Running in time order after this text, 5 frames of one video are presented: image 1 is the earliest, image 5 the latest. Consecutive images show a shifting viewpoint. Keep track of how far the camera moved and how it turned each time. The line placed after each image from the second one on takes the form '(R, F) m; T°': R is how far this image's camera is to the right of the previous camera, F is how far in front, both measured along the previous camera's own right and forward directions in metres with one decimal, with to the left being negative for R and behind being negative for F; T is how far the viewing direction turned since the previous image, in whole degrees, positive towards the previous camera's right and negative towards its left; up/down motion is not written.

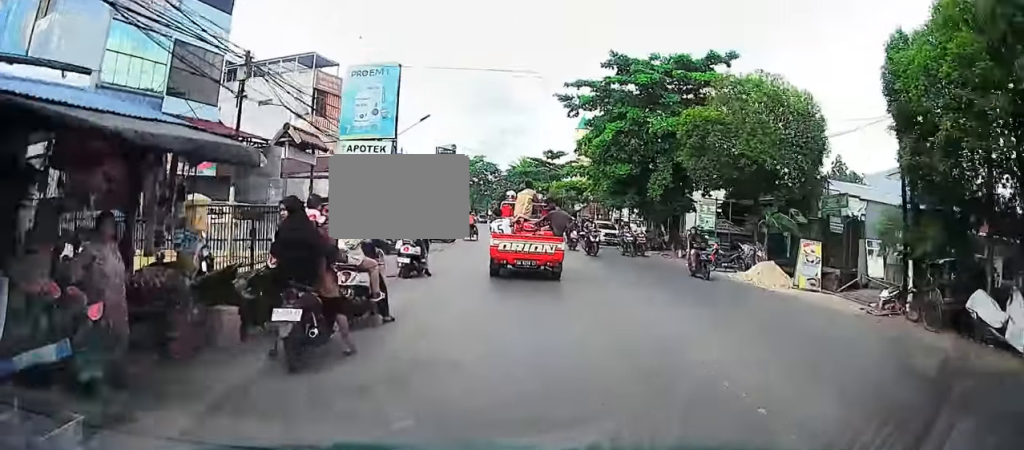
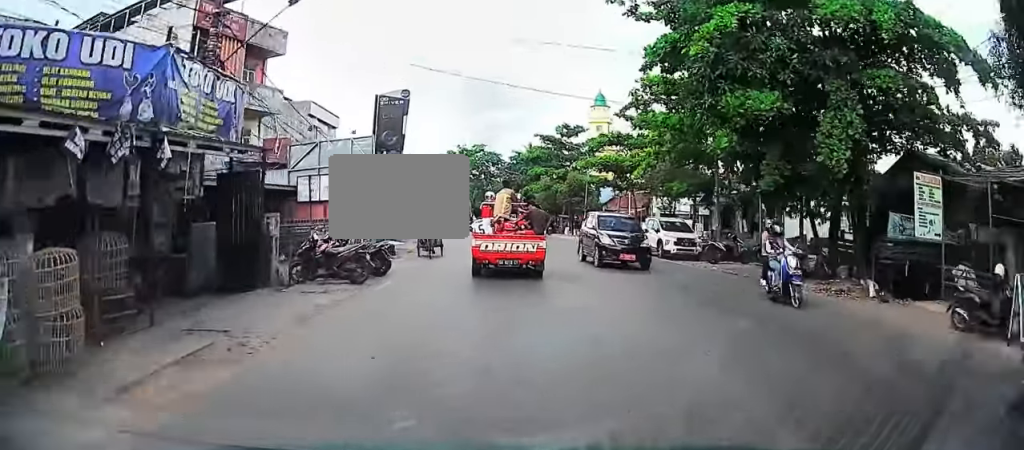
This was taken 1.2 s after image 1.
(-1.8, +17.0) m; -12°
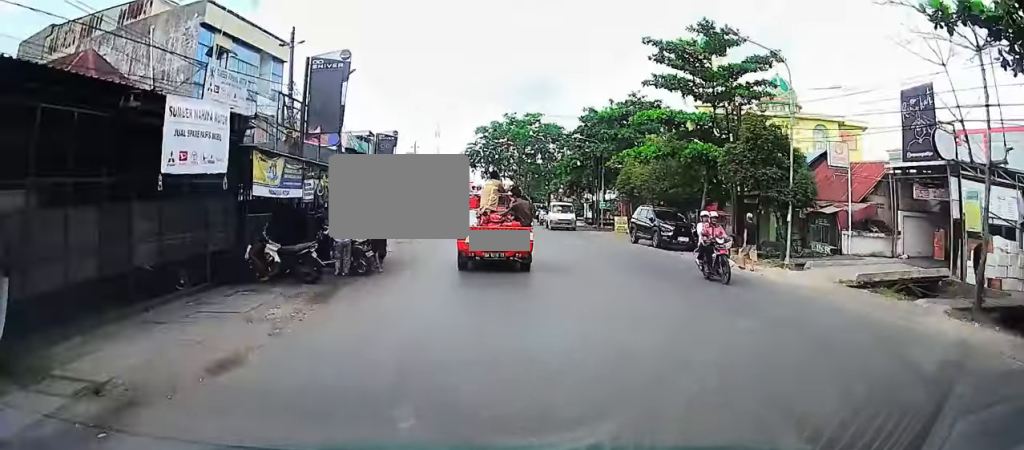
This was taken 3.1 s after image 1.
(-2.5, +30.9) m; -5°
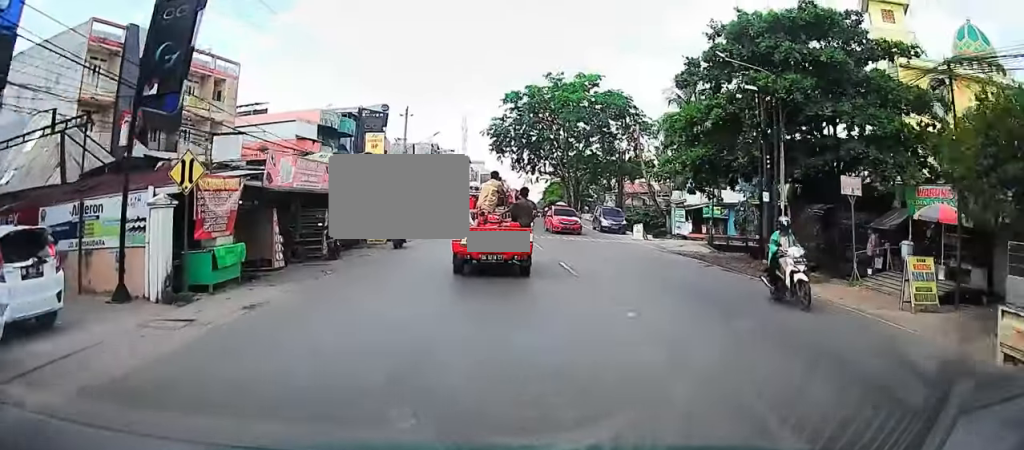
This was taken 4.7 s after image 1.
(0.0, +30.1) m; 0°
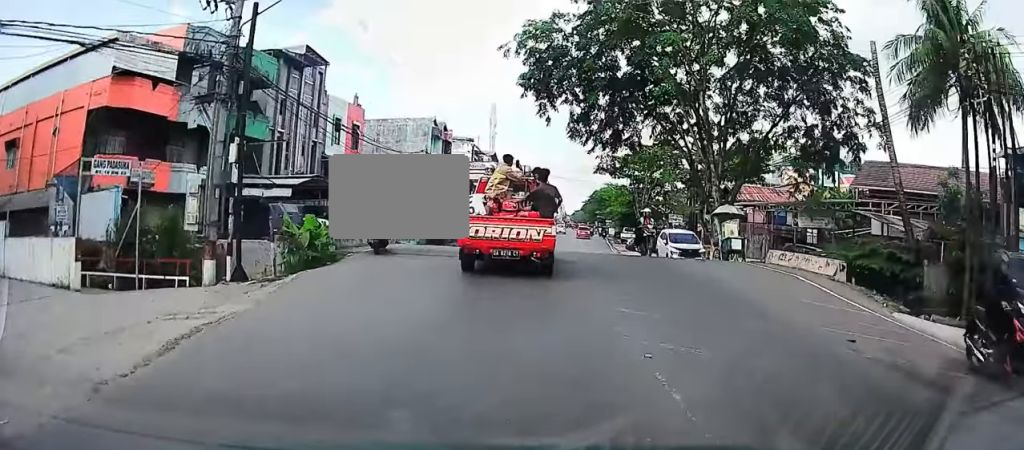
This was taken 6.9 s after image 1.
(0.0, +48.3) m; 0°
